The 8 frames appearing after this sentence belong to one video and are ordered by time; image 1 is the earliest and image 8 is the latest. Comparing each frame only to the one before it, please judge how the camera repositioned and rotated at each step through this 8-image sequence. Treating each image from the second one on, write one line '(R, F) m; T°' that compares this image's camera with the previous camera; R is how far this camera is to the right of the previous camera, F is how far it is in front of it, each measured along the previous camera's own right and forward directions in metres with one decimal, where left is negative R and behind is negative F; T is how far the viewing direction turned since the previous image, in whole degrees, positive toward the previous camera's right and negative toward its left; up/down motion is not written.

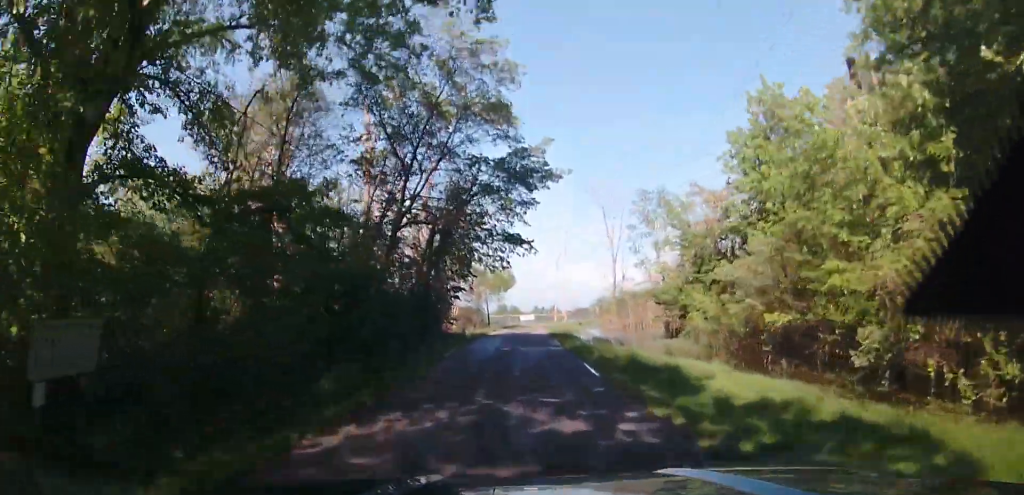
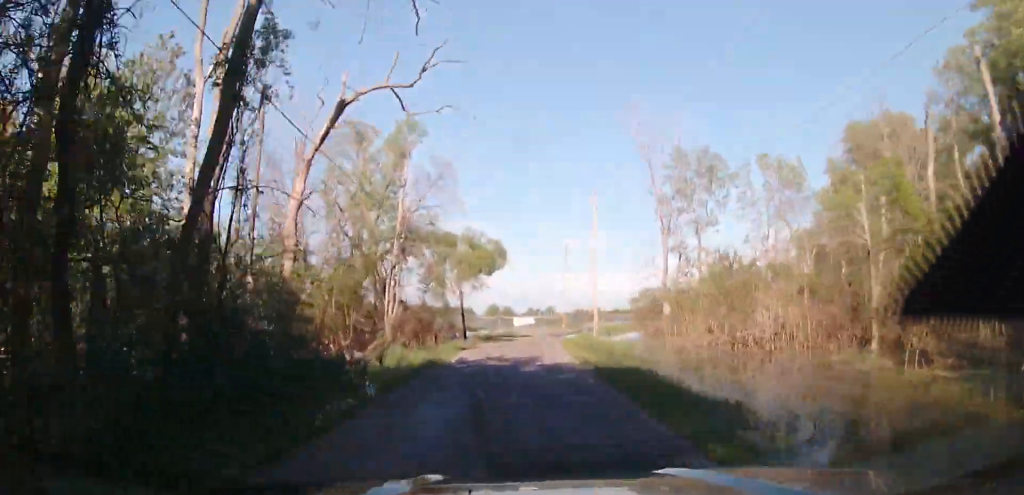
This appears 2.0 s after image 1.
(-0.1, +28.5) m; -1°
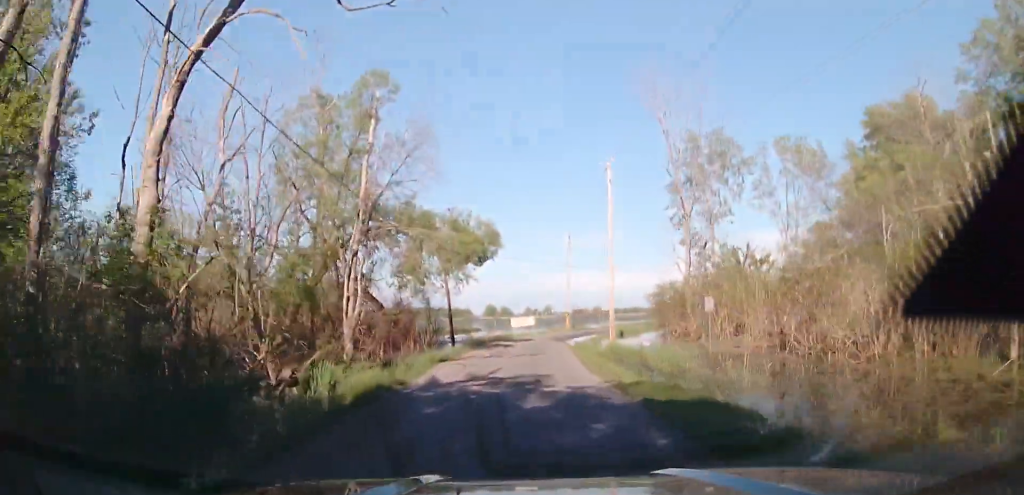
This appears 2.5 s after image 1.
(0.0, +7.0) m; 0°
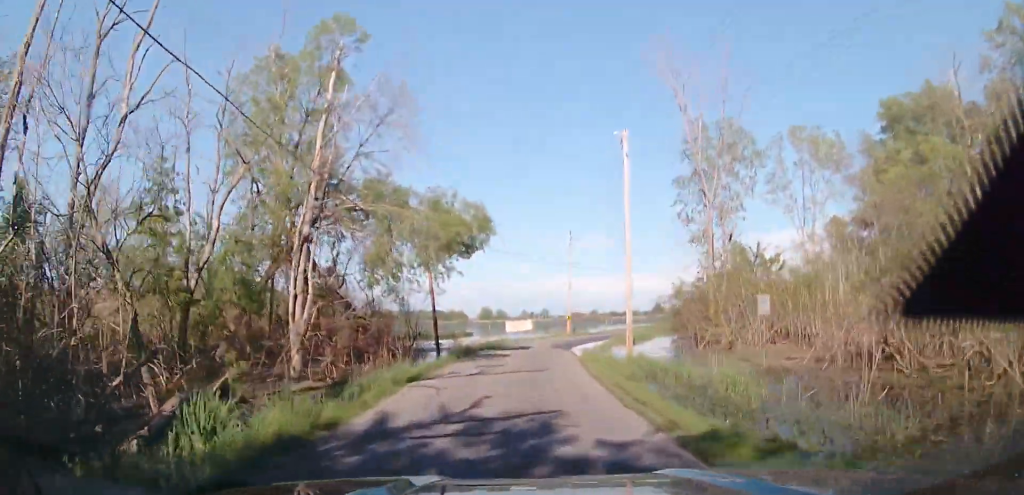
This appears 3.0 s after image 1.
(0.0, +5.6) m; 0°
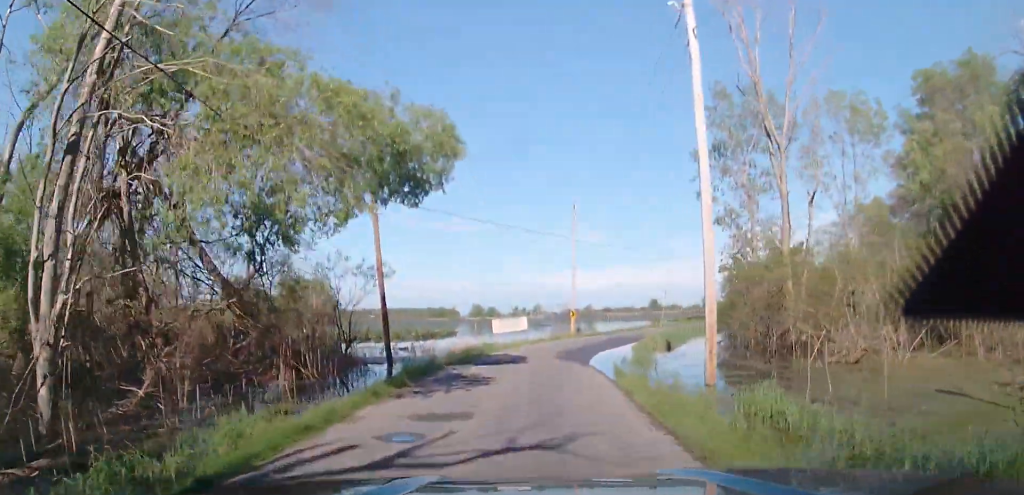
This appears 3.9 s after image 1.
(-0.1, +11.3) m; +1°
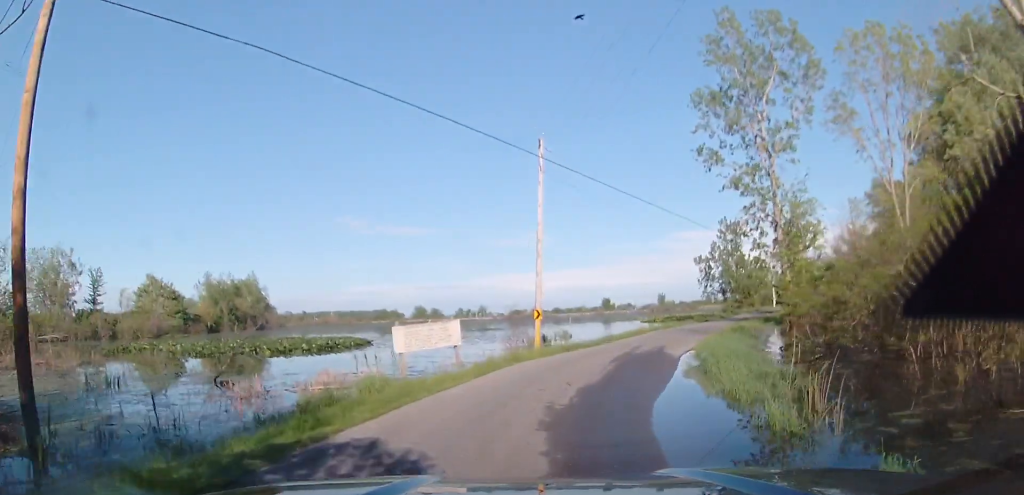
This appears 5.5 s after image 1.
(+0.2, +17.1) m; 0°
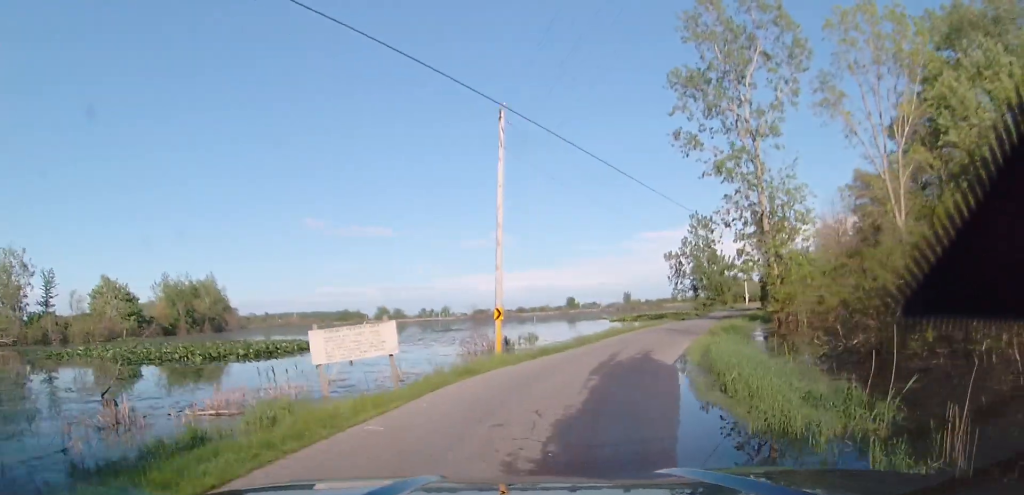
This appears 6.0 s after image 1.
(-0.3, +4.2) m; +1°
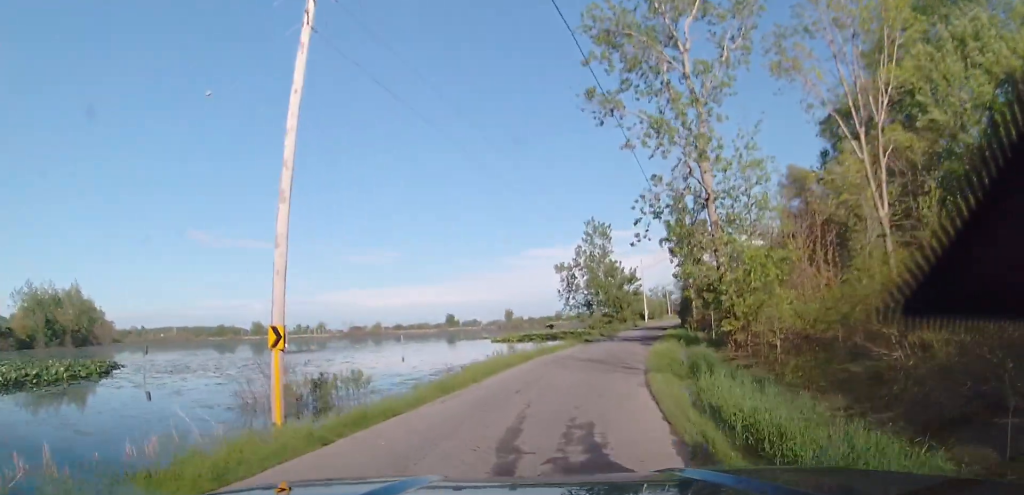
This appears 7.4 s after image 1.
(+1.2, +11.4) m; +12°
